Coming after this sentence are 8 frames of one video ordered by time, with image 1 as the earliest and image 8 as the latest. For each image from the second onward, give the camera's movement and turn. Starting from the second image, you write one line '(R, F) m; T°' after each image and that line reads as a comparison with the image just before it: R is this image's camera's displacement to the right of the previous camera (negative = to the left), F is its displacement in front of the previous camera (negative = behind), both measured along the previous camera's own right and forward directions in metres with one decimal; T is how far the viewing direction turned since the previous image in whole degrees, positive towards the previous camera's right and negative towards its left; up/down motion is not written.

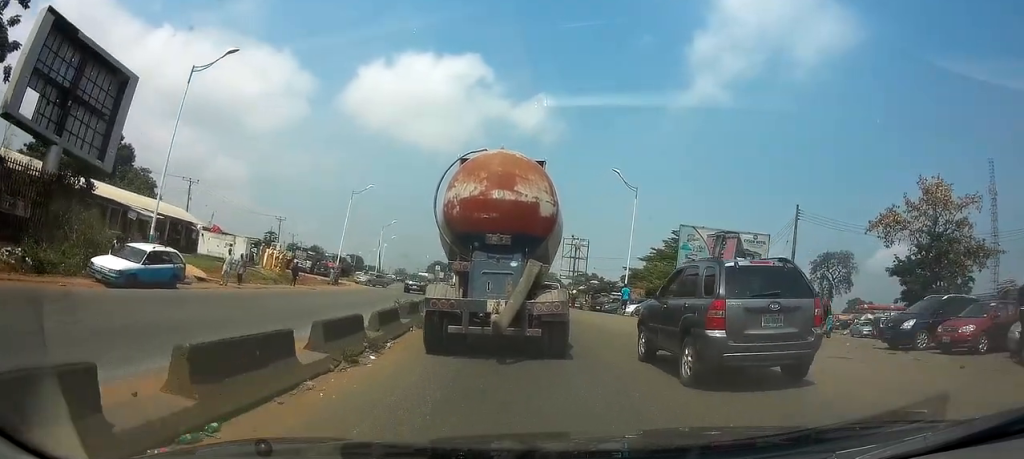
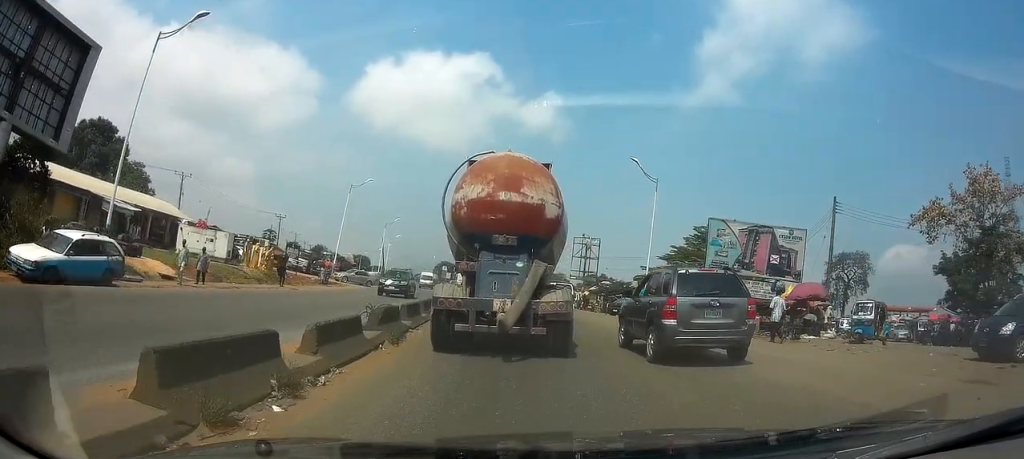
(-0.1, +4.3) m; -1°
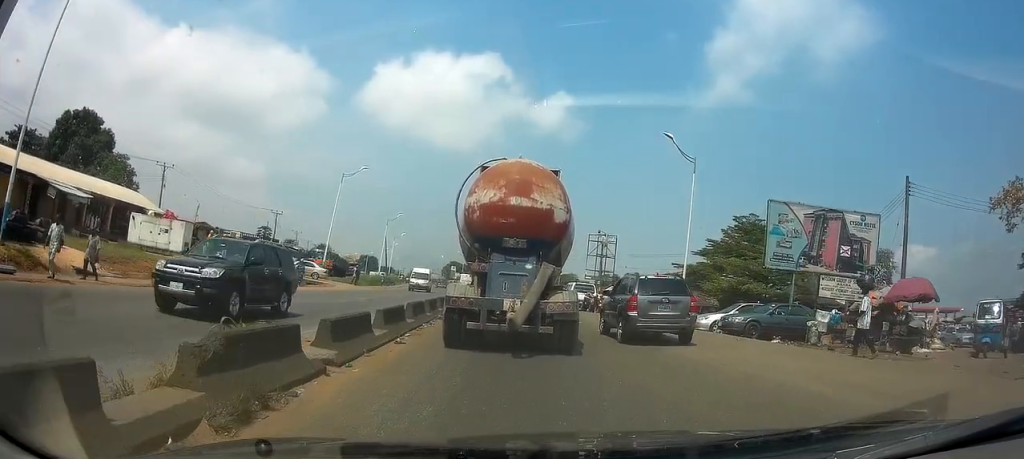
(0.0, +6.9) m; -1°
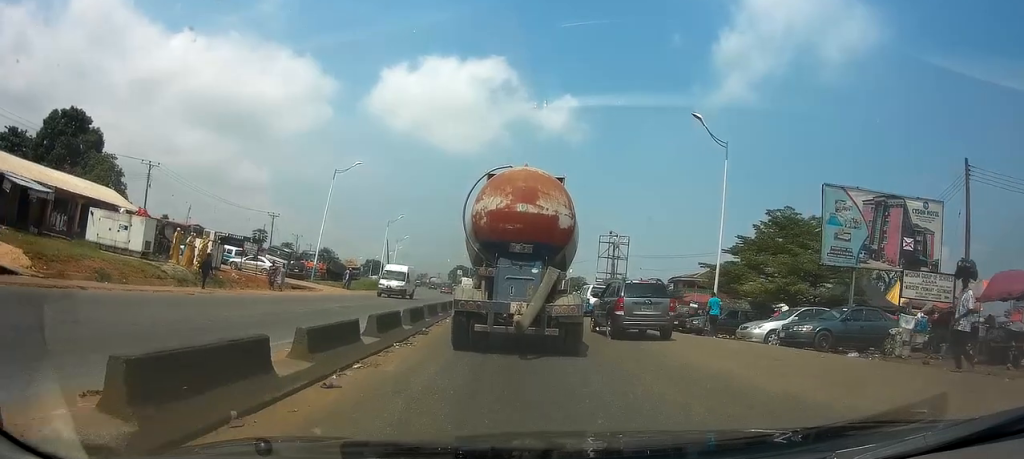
(-0.1, +4.7) m; 0°
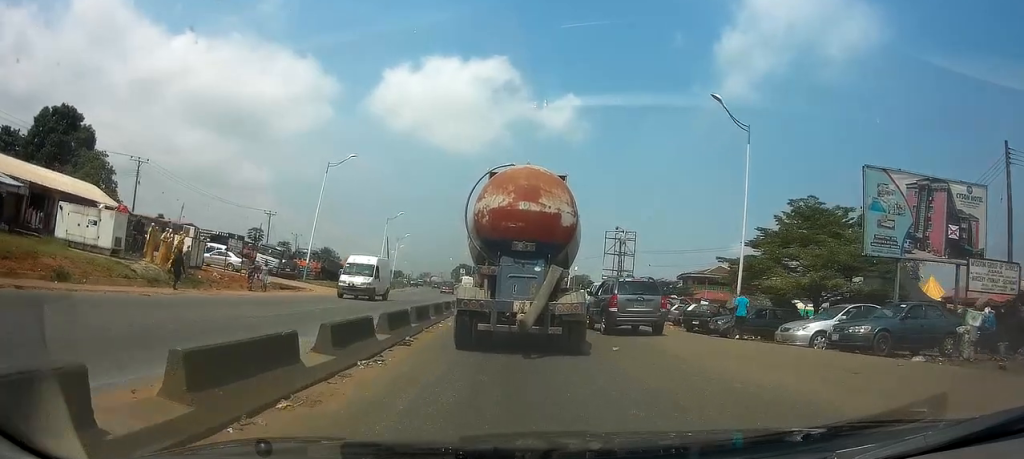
(0.0, +3.0) m; 0°
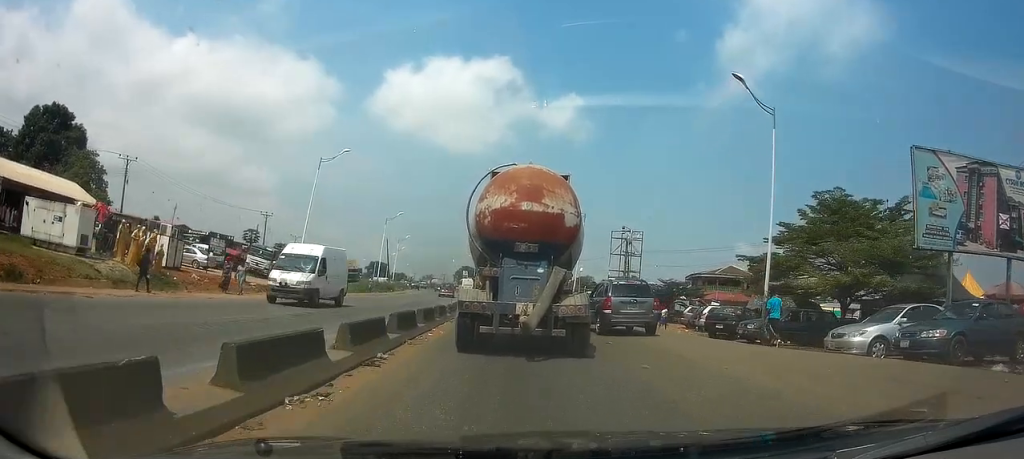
(0.0, +2.7) m; 0°
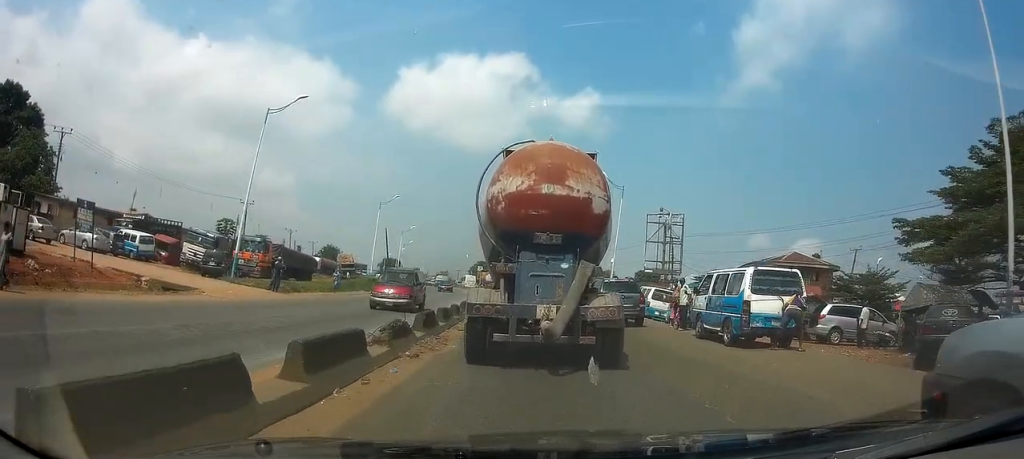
(-0.2, +13.5) m; -2°
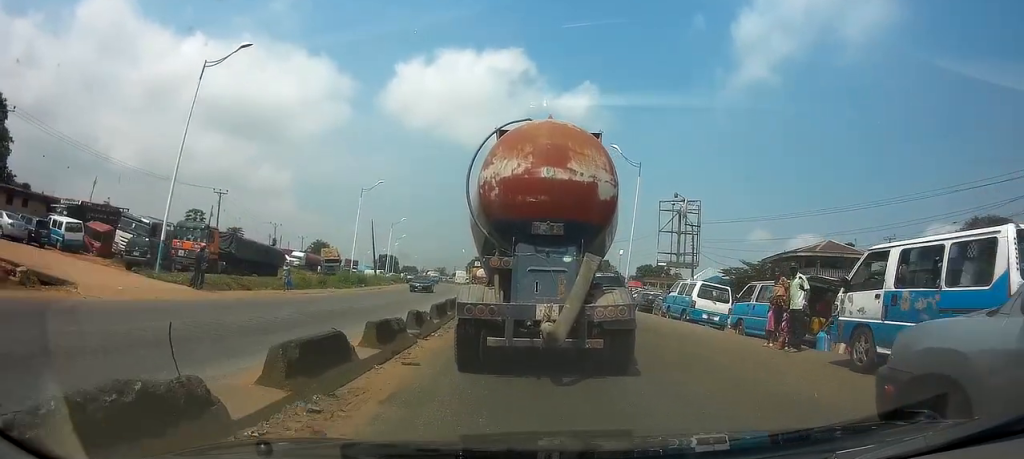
(0.0, +7.5) m; -1°
